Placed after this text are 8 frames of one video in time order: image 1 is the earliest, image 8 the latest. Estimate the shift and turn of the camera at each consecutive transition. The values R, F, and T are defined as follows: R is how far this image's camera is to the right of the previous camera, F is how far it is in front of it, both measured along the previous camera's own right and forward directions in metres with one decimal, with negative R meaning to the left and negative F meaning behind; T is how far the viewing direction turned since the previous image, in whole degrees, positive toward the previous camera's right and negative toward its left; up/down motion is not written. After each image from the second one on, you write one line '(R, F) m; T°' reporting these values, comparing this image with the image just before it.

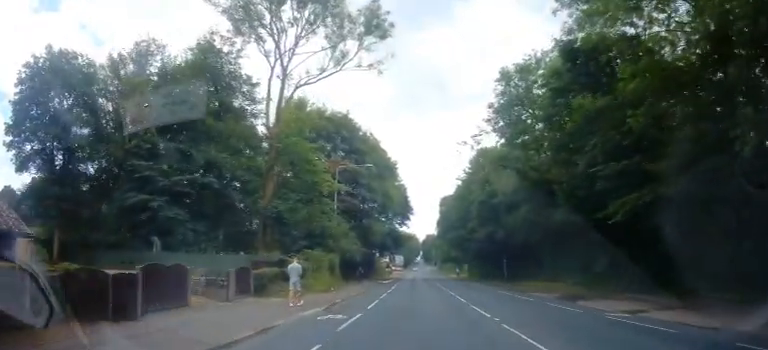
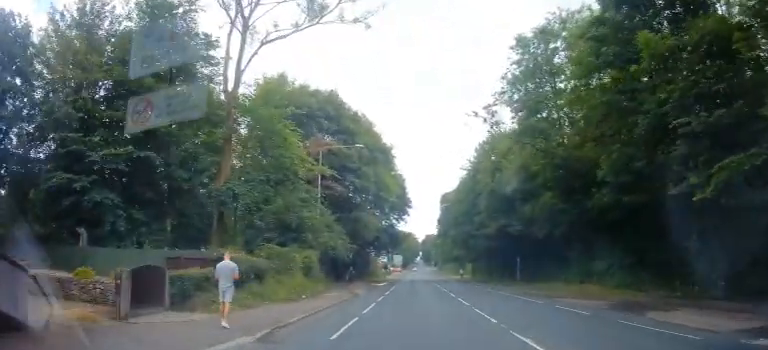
(+0.1, +7.2) m; 0°
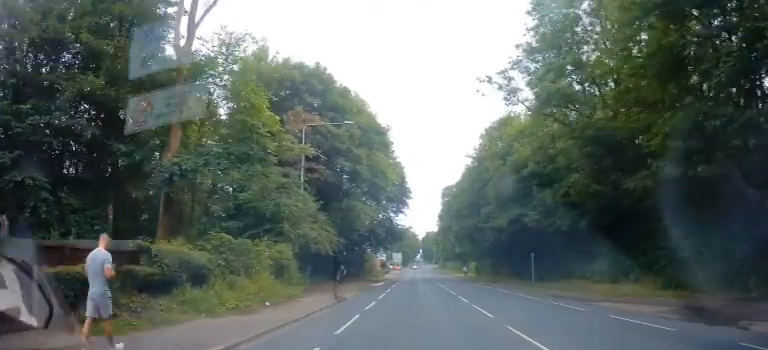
(+0.1, +5.3) m; +1°
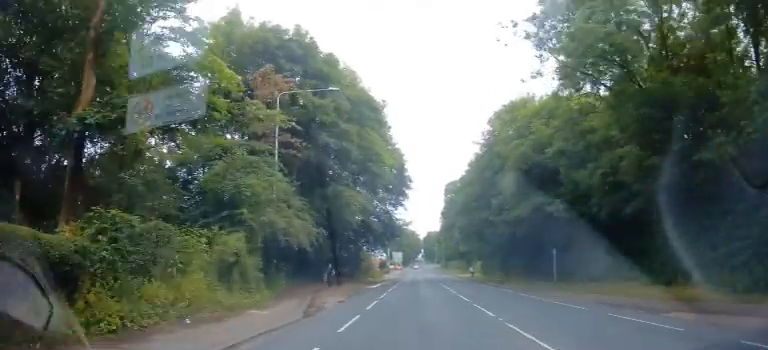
(0.0, +6.0) m; 0°
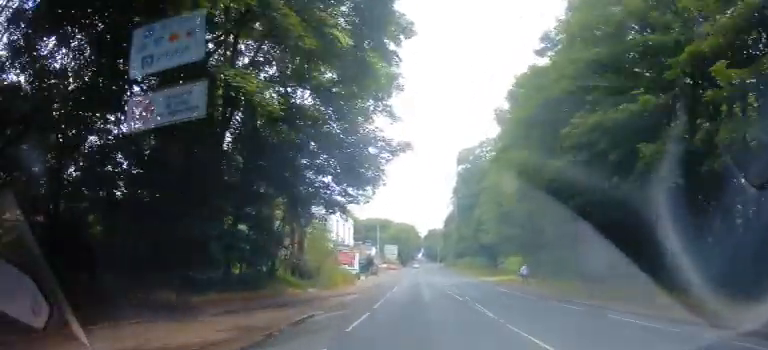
(0.0, +29.3) m; 0°
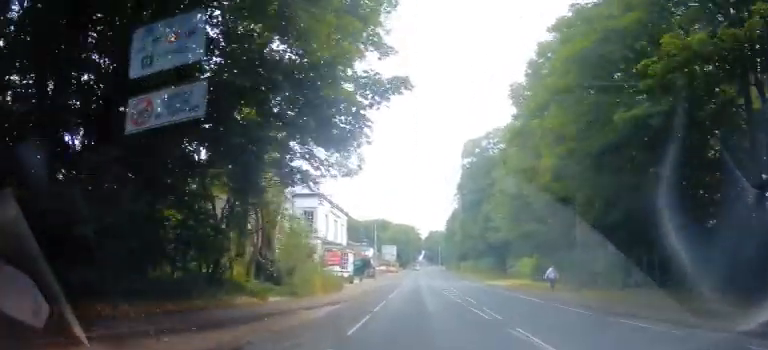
(0.0, +6.4) m; 0°
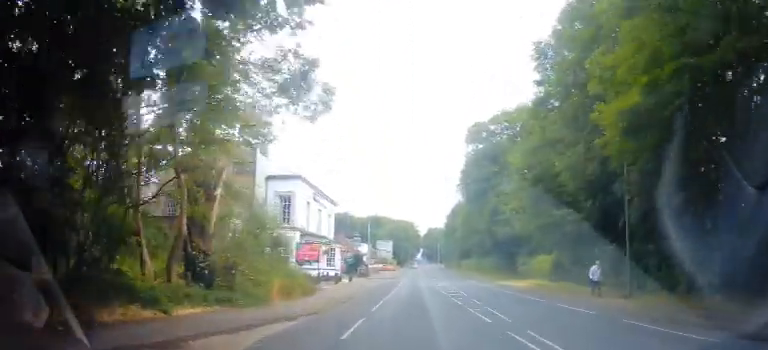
(0.0, +7.0) m; -1°
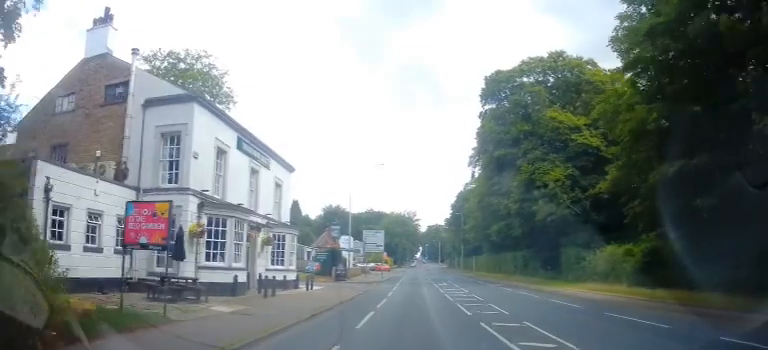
(-0.2, +15.8) m; +1°
